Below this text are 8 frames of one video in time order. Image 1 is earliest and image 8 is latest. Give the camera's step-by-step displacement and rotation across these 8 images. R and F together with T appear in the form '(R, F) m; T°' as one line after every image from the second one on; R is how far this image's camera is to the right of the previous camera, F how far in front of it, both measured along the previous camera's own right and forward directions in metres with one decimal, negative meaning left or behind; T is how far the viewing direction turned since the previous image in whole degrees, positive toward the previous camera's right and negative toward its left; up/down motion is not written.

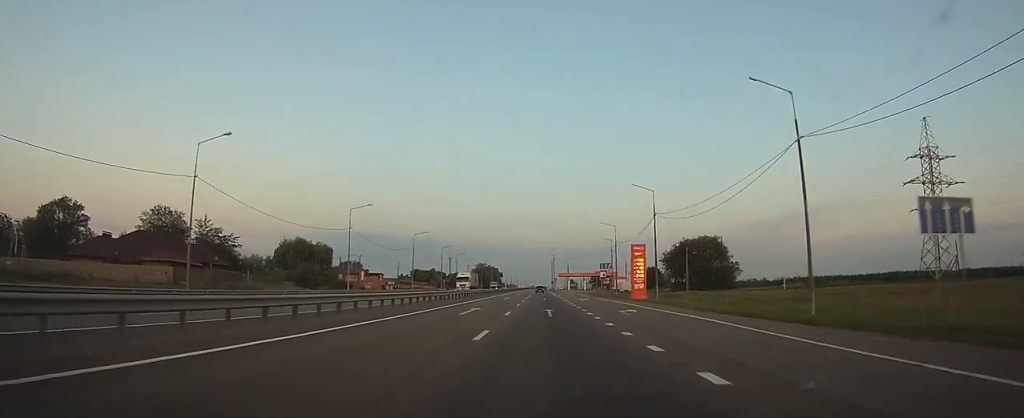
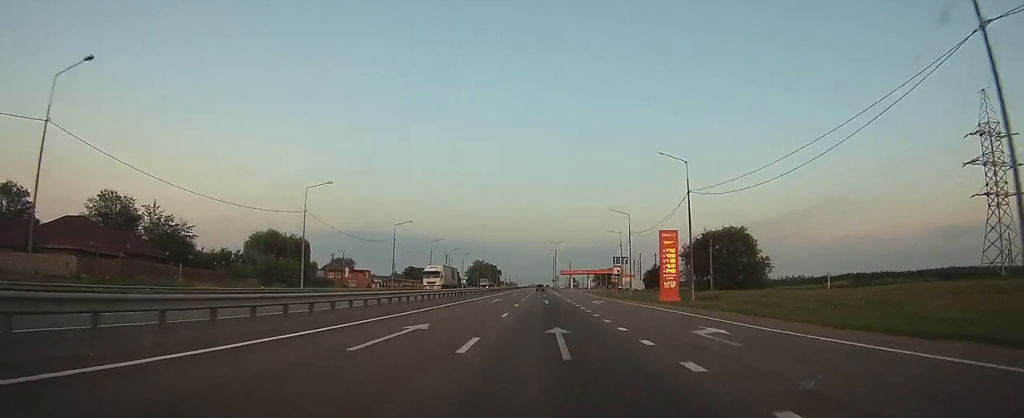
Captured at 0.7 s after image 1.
(0.0, +14.7) m; 0°
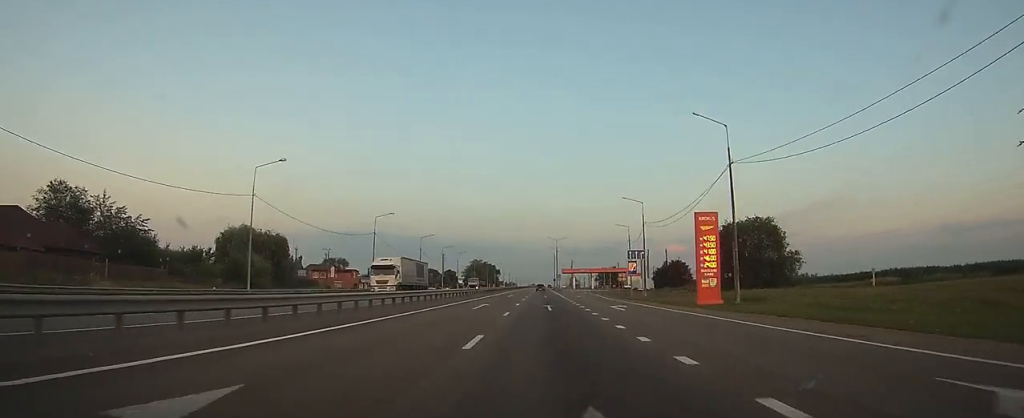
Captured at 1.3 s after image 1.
(0.0, +11.4) m; 0°
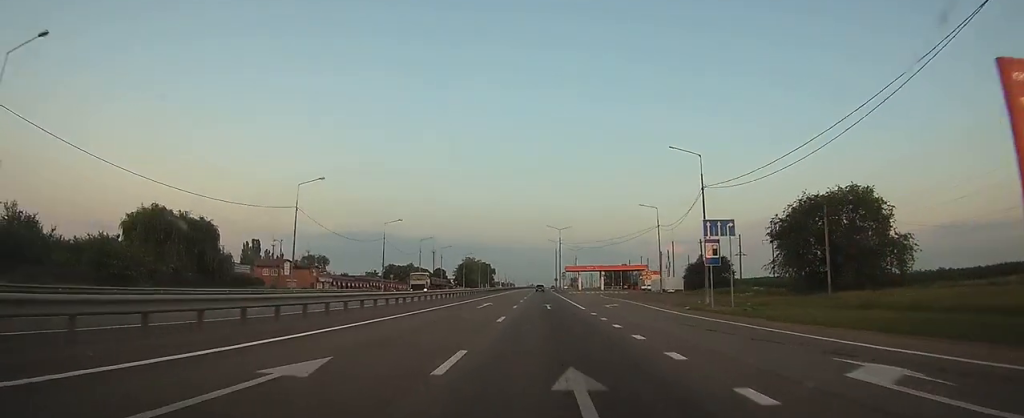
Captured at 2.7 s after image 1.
(0.0, +27.3) m; 0°
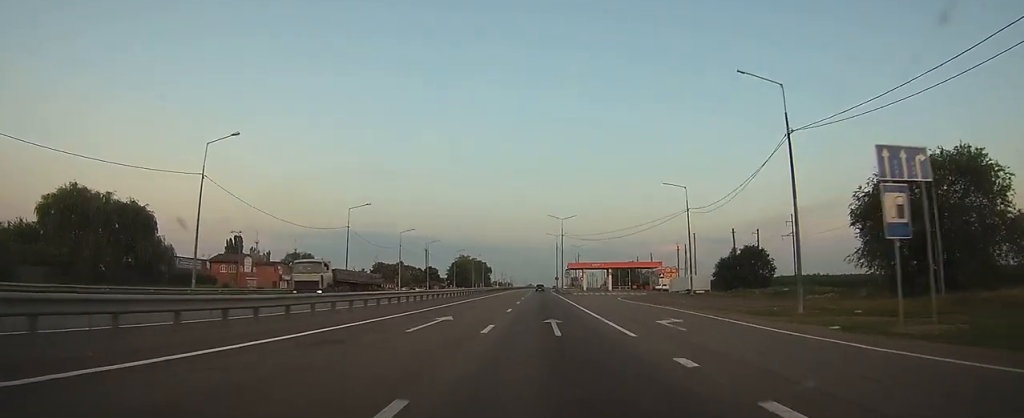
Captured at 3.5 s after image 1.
(+0.1, +17.0) m; 0°
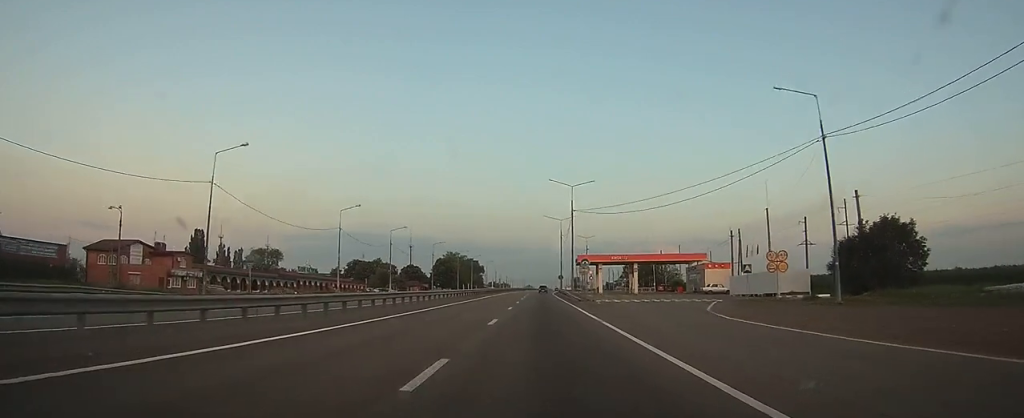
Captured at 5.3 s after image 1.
(0.0, +32.8) m; 0°
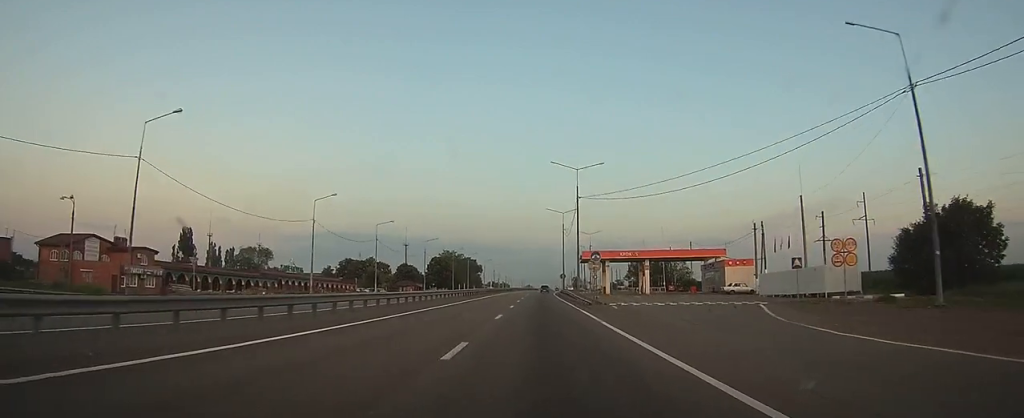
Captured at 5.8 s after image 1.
(0.0, +9.2) m; 0°
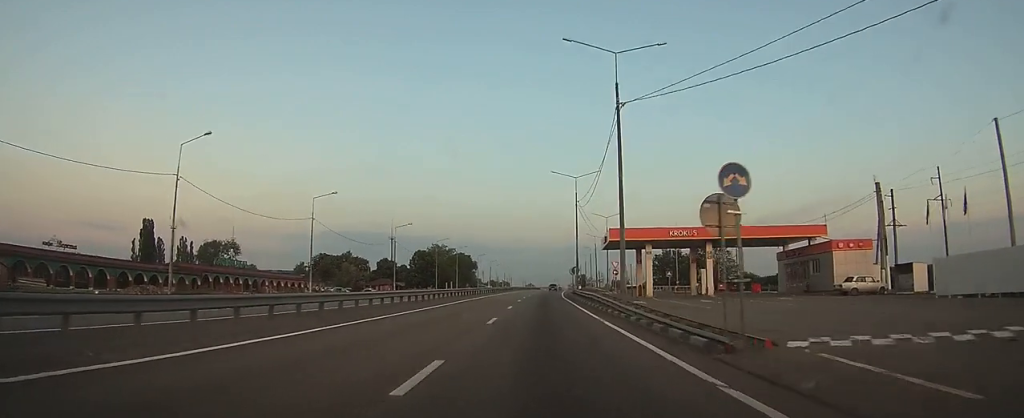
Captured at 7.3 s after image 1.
(+0.1, +27.9) m; 0°
